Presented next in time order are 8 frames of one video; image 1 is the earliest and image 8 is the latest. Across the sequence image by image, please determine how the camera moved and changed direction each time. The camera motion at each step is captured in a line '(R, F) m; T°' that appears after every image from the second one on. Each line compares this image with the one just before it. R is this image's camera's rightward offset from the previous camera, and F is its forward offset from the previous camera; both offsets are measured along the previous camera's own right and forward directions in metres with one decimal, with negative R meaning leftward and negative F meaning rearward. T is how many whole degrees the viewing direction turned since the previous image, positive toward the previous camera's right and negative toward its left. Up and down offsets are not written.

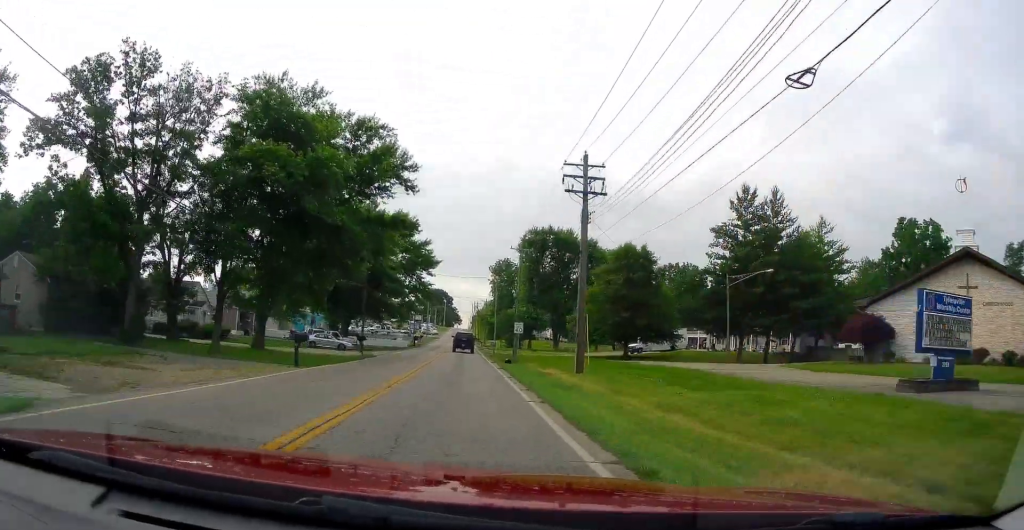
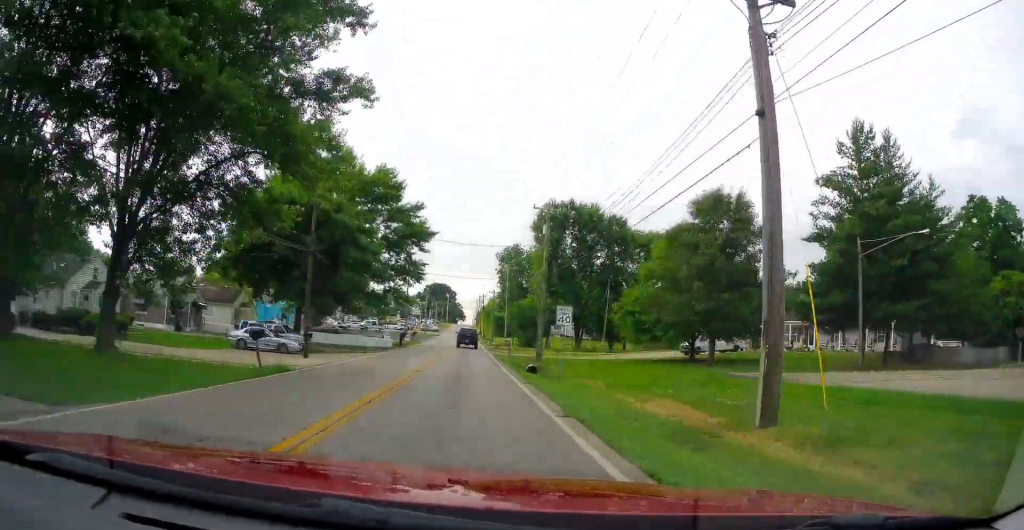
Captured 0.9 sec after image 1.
(-0.1, +18.1) m; 0°
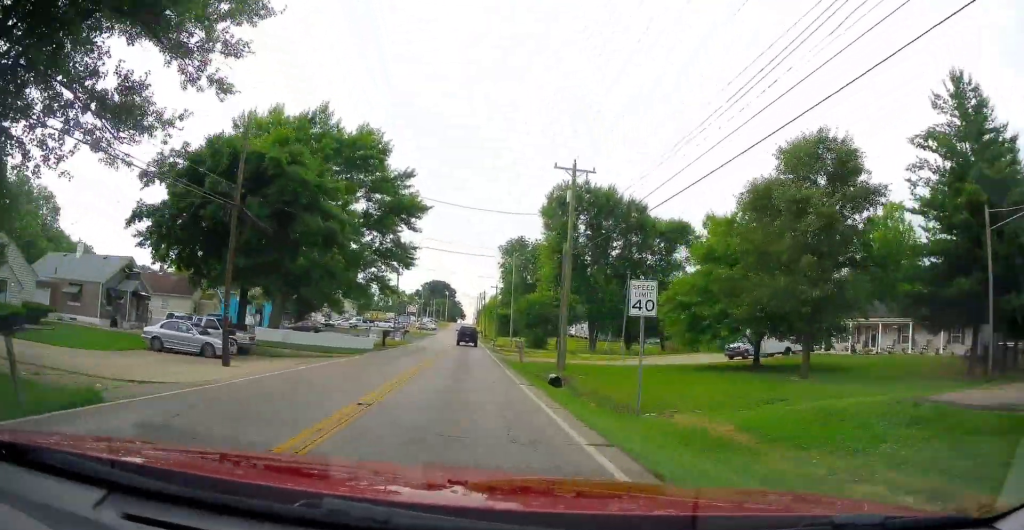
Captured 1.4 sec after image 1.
(0.0, +10.5) m; 0°
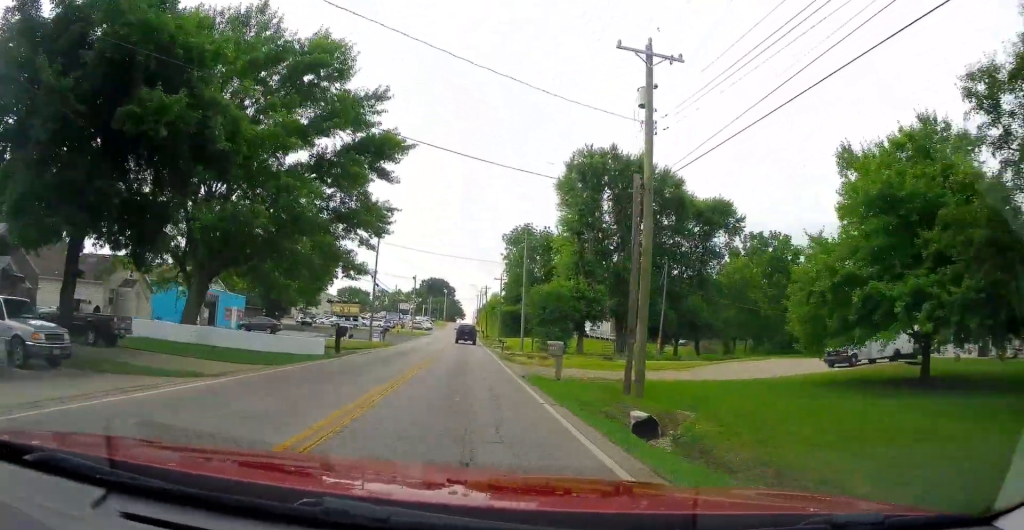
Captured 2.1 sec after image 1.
(+0.2, +15.0) m; -1°
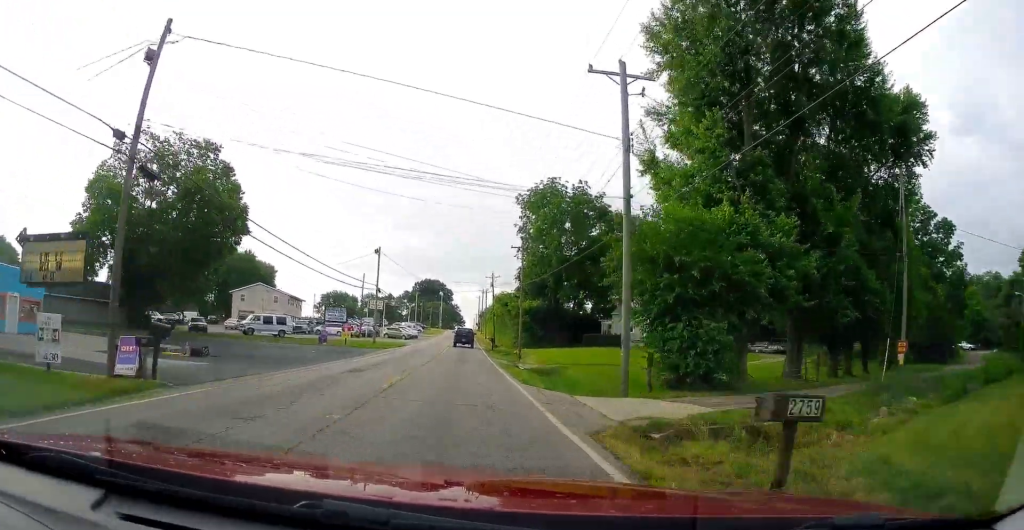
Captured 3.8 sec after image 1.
(-0.3, +36.8) m; 0°
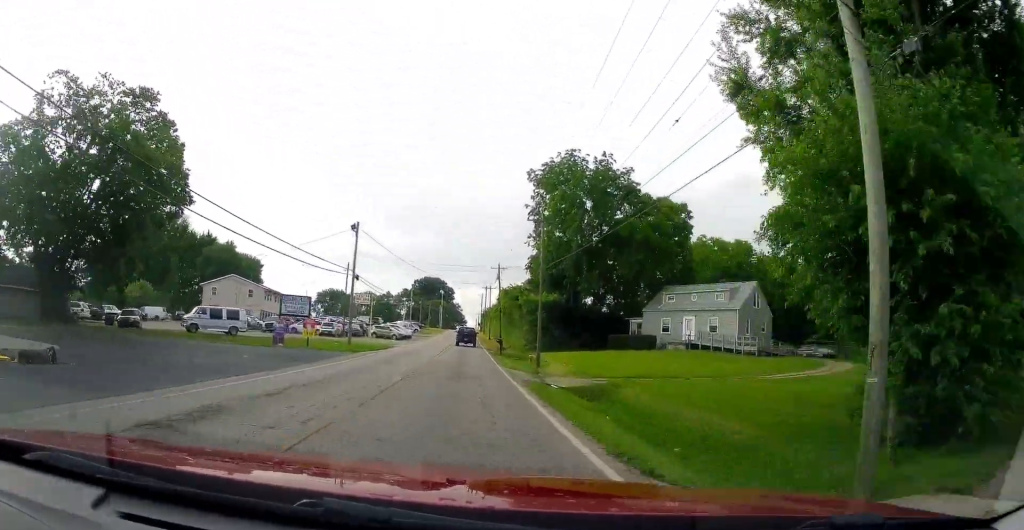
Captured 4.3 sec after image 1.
(+0.2, +12.4) m; 0°
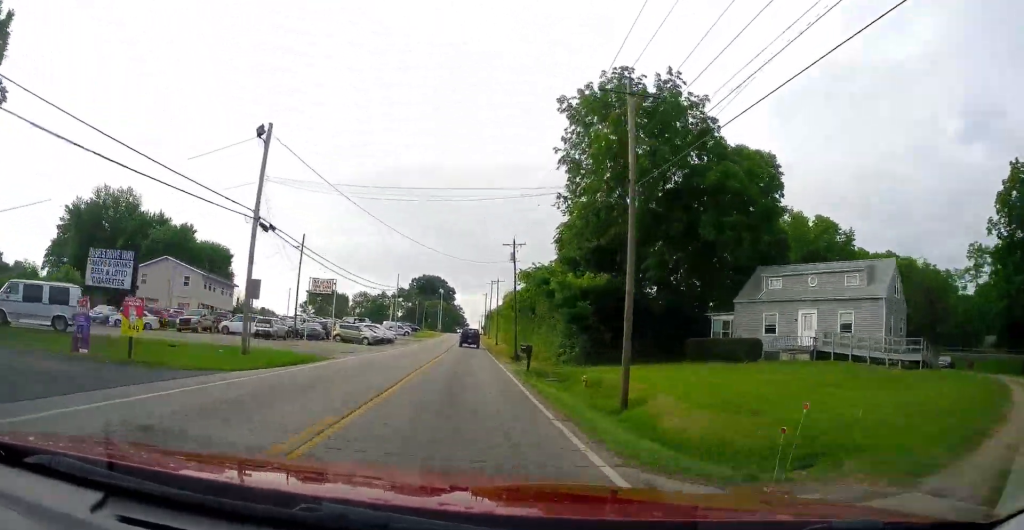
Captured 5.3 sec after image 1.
(-0.2, +21.0) m; 0°
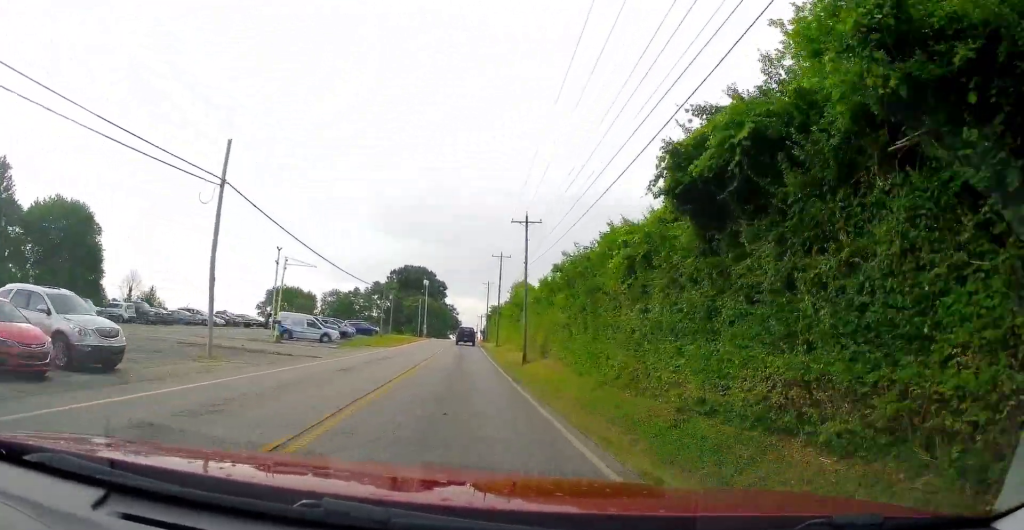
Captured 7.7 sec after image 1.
(+1.0, +50.8) m; +1°
